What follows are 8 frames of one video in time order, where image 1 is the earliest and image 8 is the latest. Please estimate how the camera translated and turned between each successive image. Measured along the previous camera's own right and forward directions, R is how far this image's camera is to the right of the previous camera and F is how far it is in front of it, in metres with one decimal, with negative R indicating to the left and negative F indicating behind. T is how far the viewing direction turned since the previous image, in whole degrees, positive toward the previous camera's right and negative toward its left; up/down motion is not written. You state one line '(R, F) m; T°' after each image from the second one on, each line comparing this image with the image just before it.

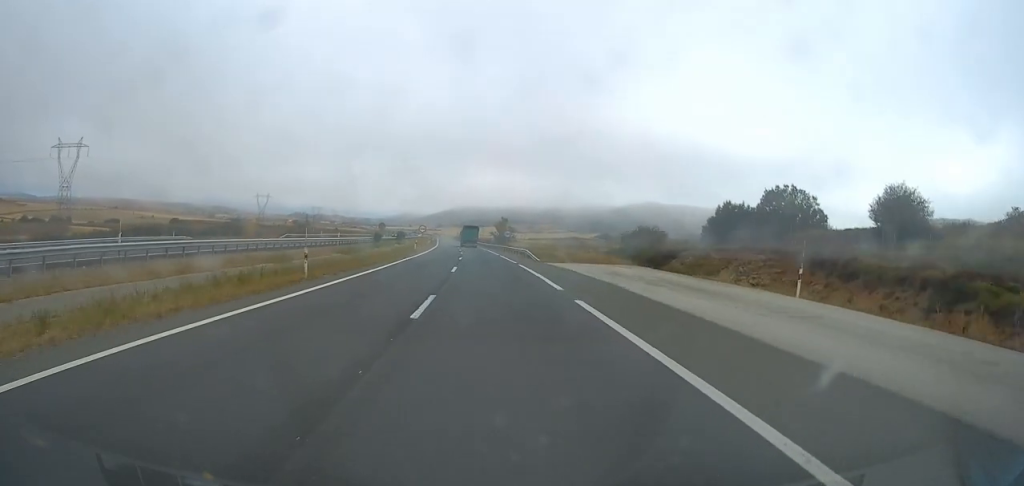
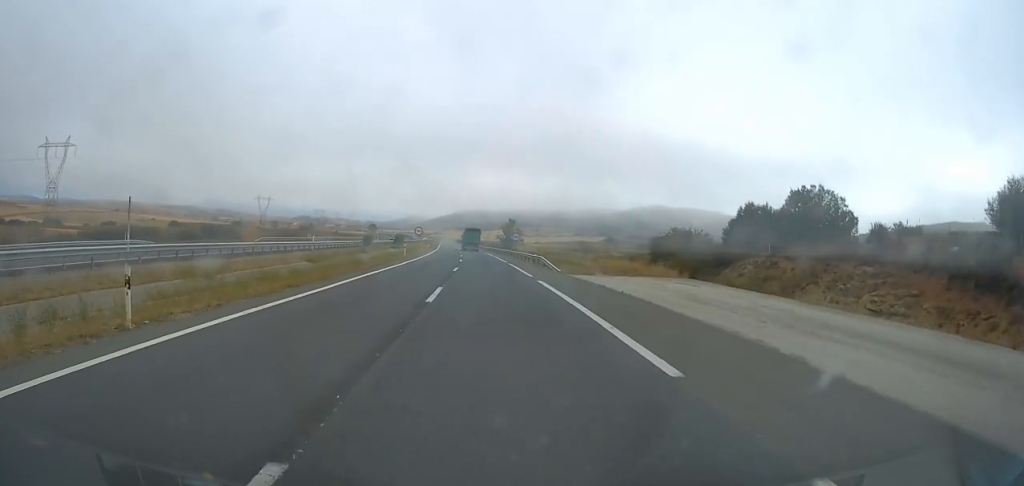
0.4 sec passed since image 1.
(0.0, +12.7) m; 0°
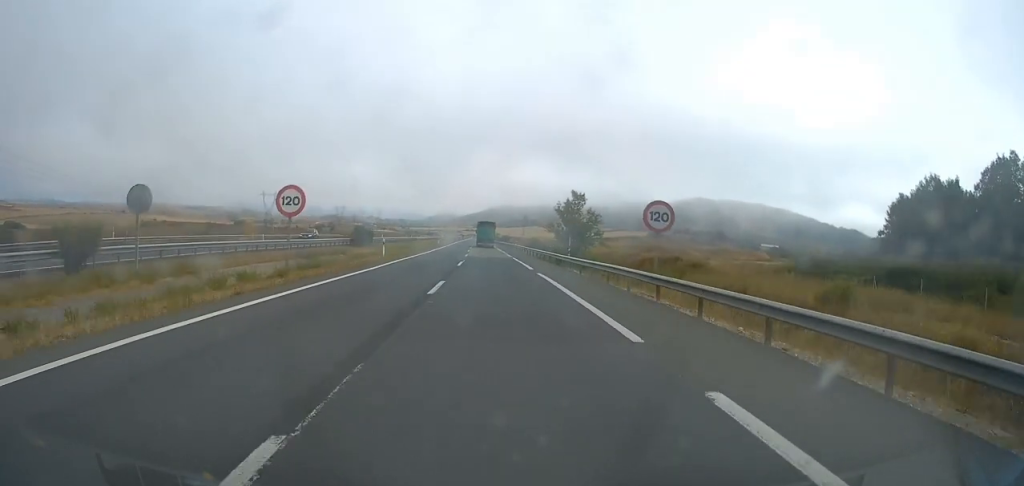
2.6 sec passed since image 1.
(-1.8, +68.1) m; -3°
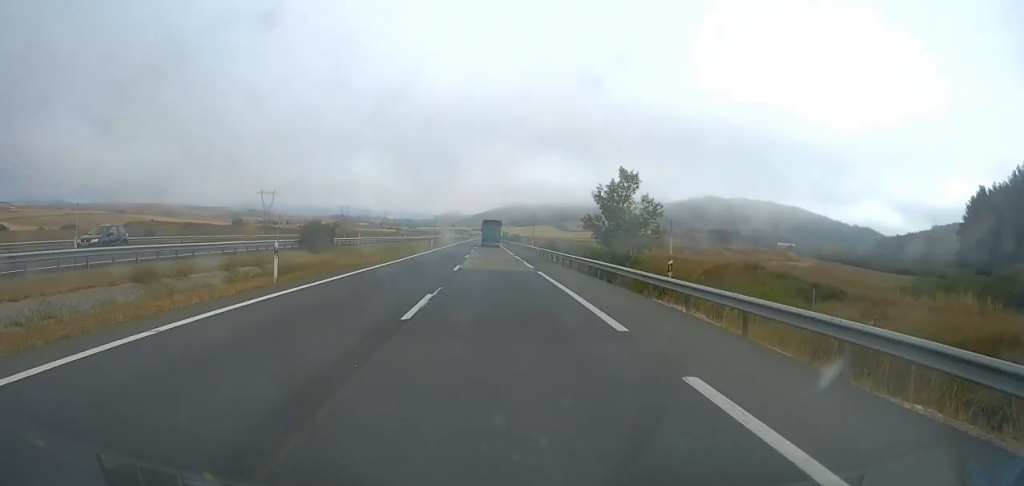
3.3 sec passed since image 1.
(-0.1, +22.5) m; -1°
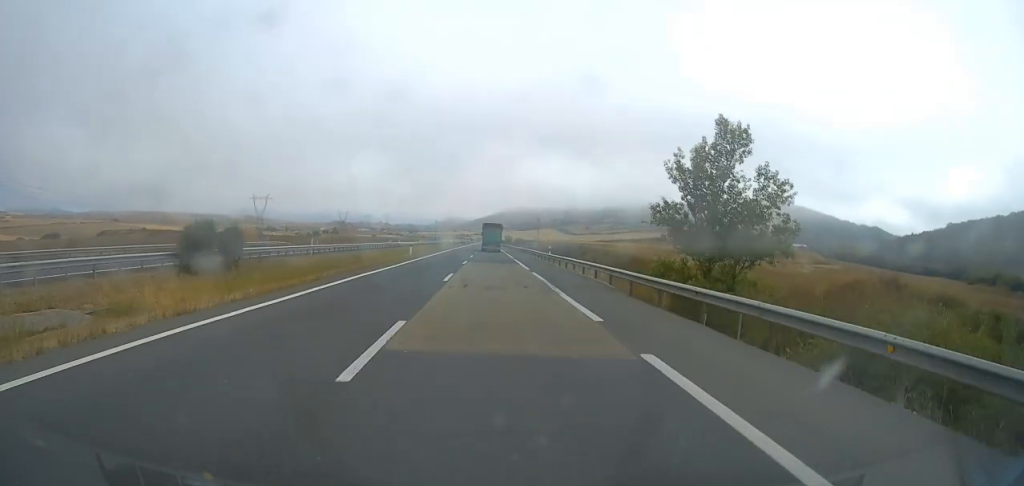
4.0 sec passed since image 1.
(-0.3, +21.4) m; 0°
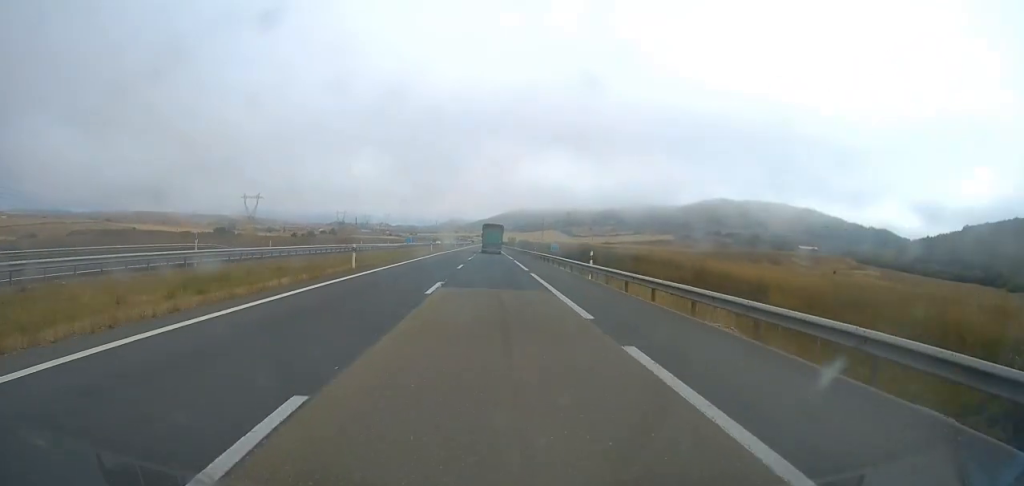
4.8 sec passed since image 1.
(+0.1, +23.3) m; 0°
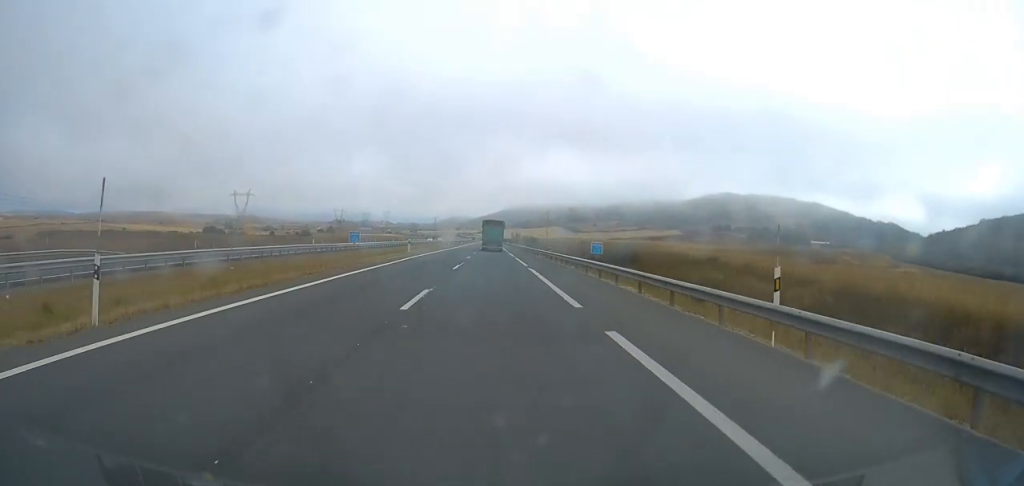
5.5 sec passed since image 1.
(+0.1, +22.1) m; 0°
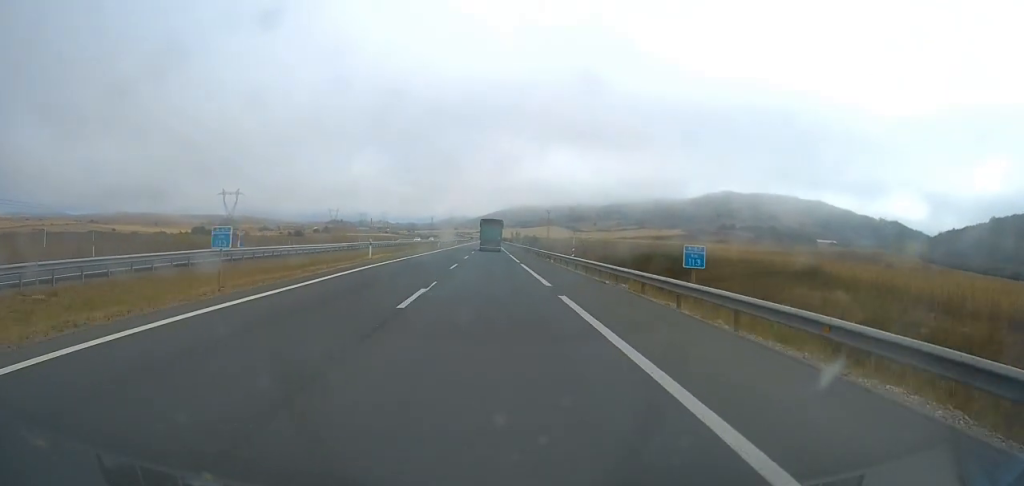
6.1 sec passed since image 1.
(0.0, +17.0) m; 0°
